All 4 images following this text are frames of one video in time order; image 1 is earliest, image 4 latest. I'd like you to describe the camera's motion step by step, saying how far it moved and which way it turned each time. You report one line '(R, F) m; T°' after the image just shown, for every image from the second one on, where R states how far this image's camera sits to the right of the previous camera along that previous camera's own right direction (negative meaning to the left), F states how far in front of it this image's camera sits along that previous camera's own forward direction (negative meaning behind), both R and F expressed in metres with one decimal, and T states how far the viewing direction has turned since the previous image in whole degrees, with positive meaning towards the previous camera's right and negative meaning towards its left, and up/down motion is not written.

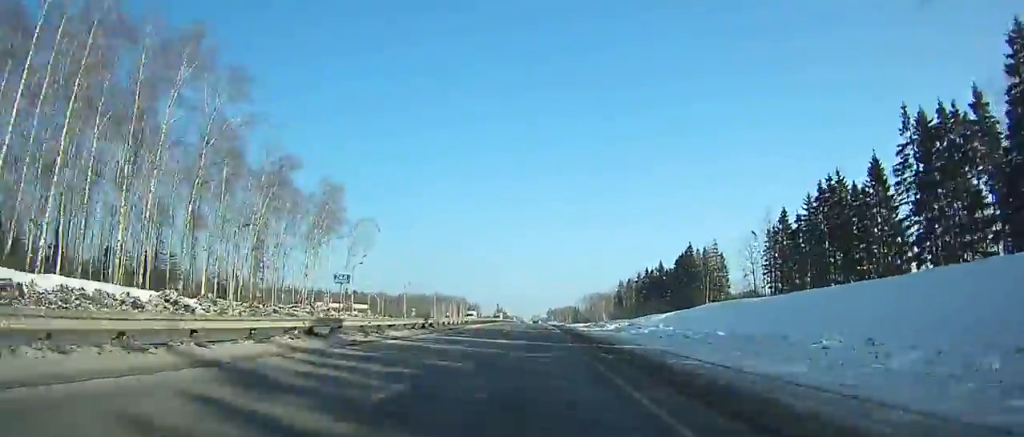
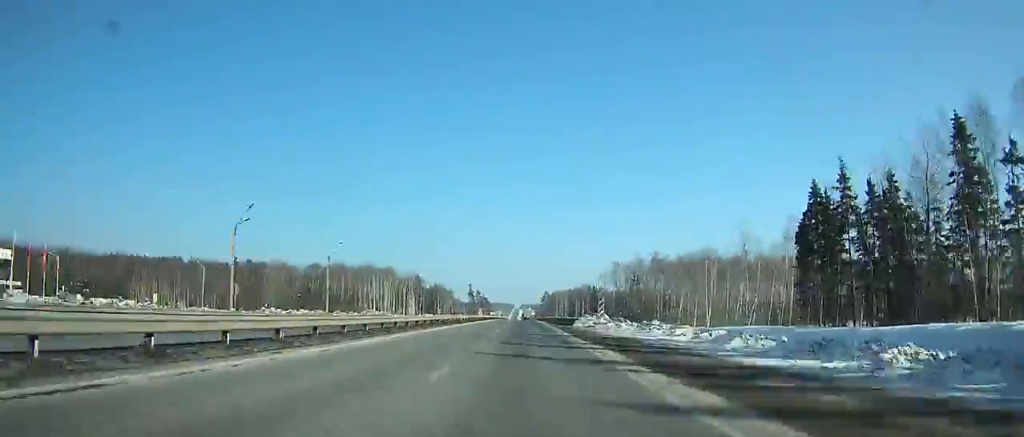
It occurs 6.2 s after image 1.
(-0.2, +164.3) m; 0°
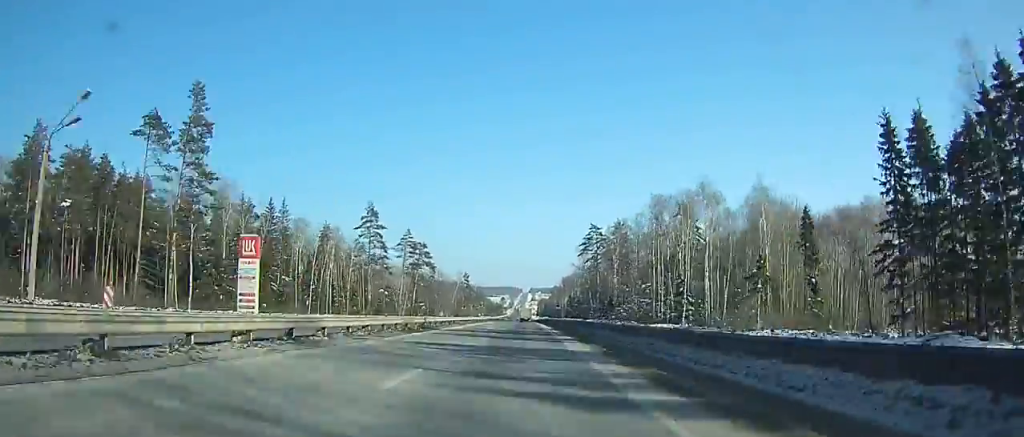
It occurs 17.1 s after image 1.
(-1.5, +274.0) m; -1°
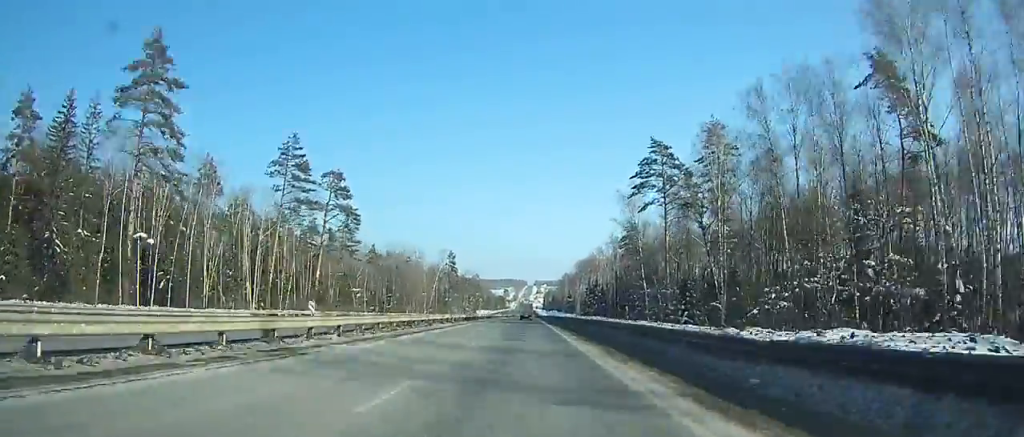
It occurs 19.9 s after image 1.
(+0.9, +75.3) m; +1°
